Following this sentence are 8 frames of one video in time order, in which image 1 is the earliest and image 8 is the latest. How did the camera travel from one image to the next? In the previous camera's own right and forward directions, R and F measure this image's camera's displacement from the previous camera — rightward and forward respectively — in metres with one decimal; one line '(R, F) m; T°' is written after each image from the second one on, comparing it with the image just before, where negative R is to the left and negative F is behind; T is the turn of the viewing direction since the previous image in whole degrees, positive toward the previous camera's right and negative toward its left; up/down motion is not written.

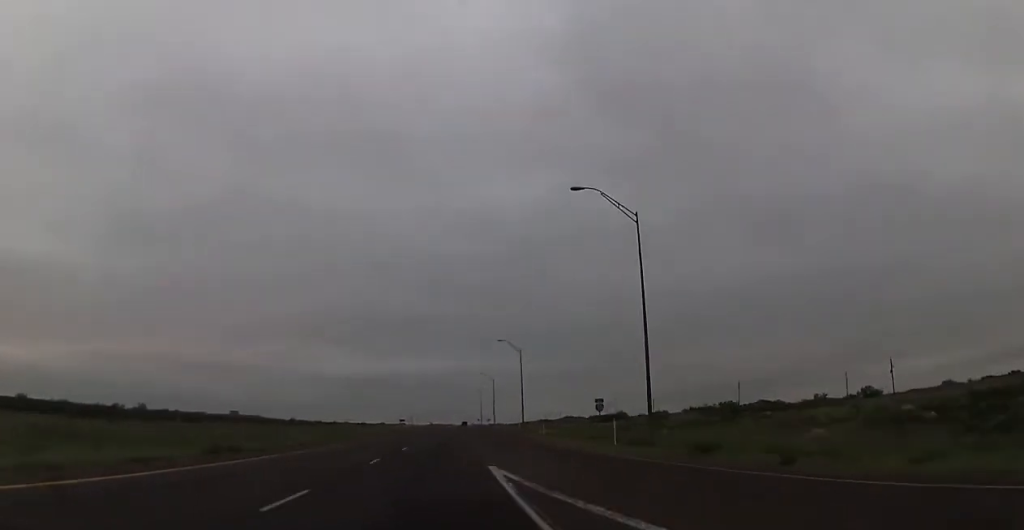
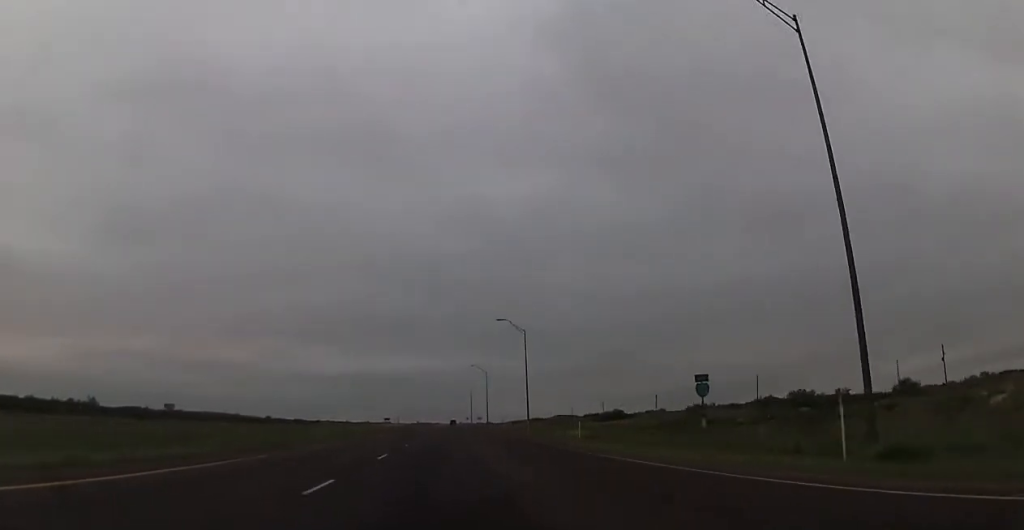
(+0.2, +21.8) m; +1°
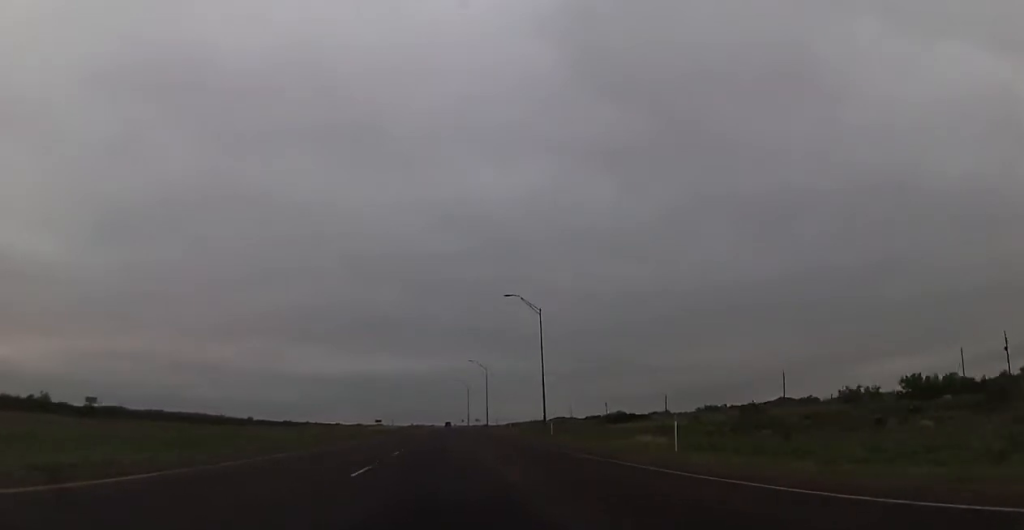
(+0.2, +19.4) m; +1°
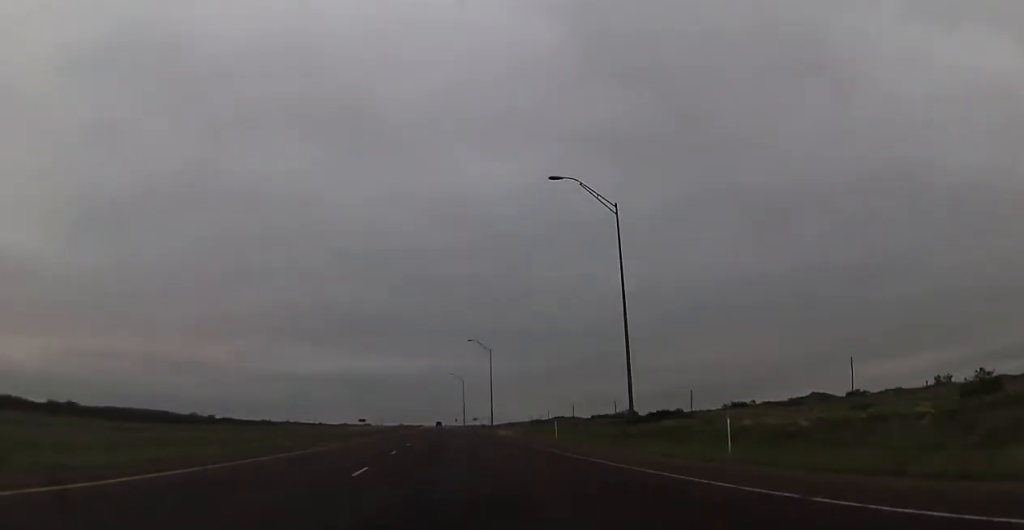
(+0.4, +36.2) m; +1°
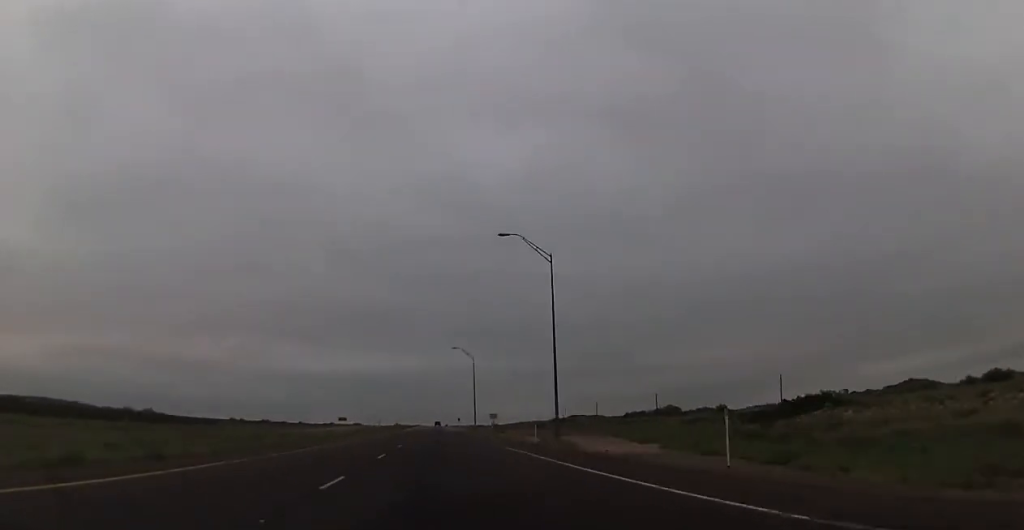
(+0.3, +63.9) m; +1°
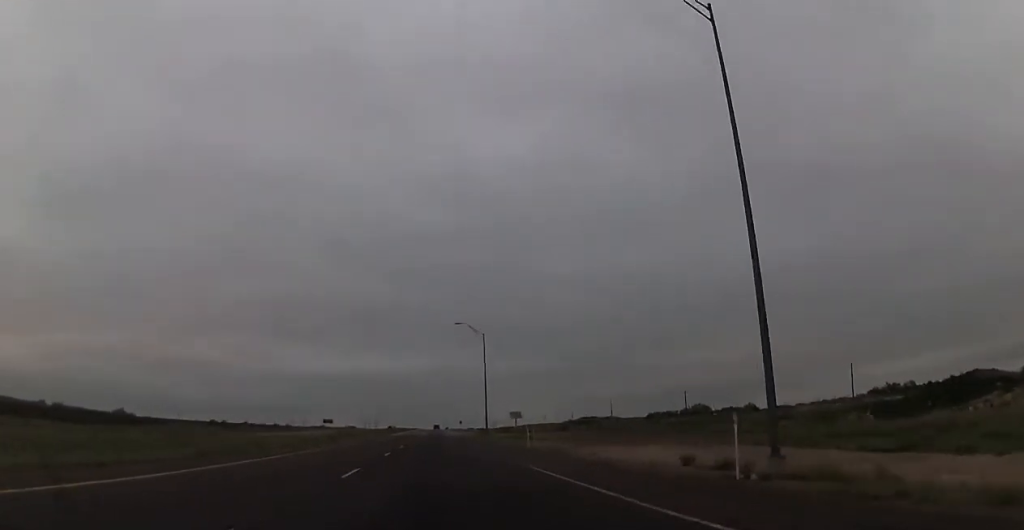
(+0.4, +32.5) m; 0°
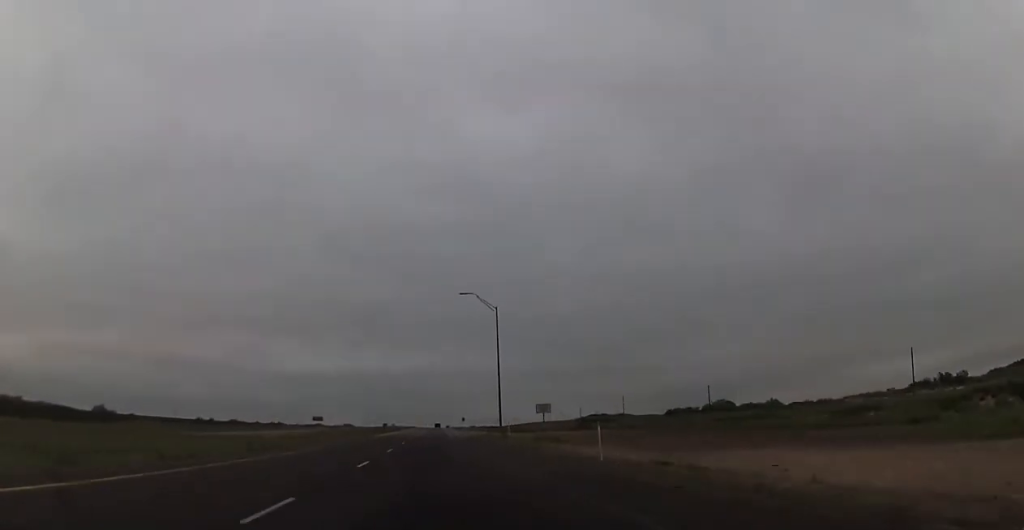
(-0.3, +20.5) m; 0°
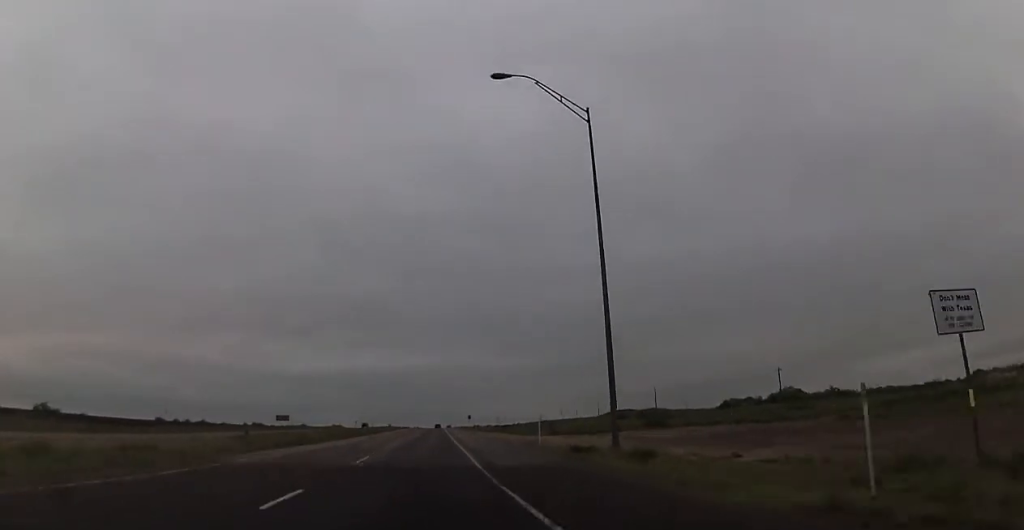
(+0.4, +47.0) m; 0°
